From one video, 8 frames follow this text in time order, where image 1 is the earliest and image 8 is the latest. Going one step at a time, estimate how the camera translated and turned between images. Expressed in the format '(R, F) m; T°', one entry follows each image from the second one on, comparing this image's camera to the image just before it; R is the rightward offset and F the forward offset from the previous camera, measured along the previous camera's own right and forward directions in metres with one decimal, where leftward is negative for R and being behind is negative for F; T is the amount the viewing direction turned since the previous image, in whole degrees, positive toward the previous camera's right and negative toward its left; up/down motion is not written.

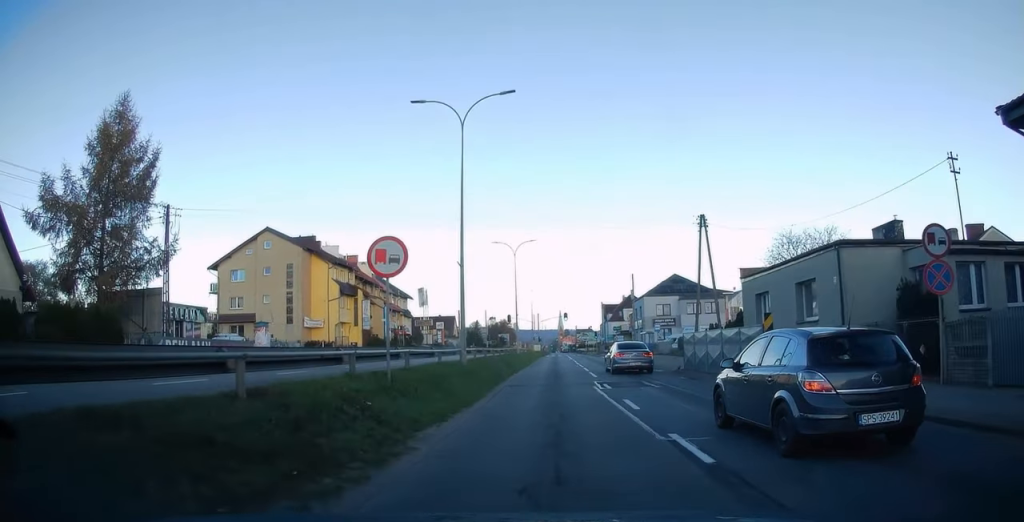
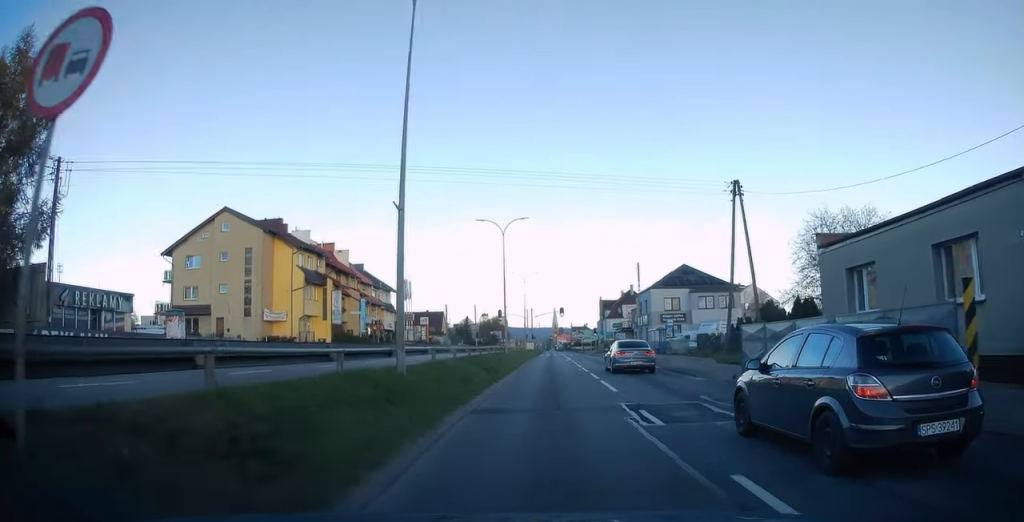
(+0.1, +8.7) m; +1°
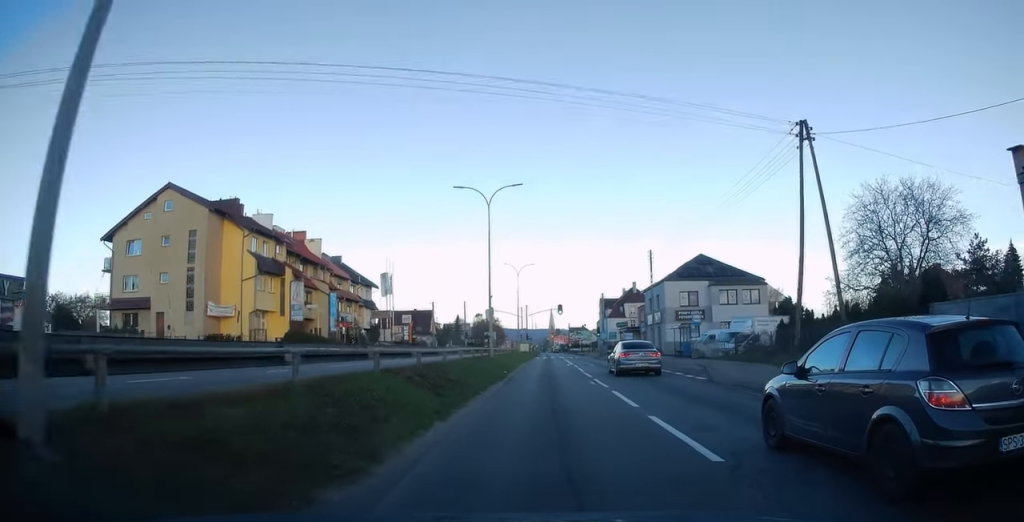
(0.0, +9.8) m; +1°
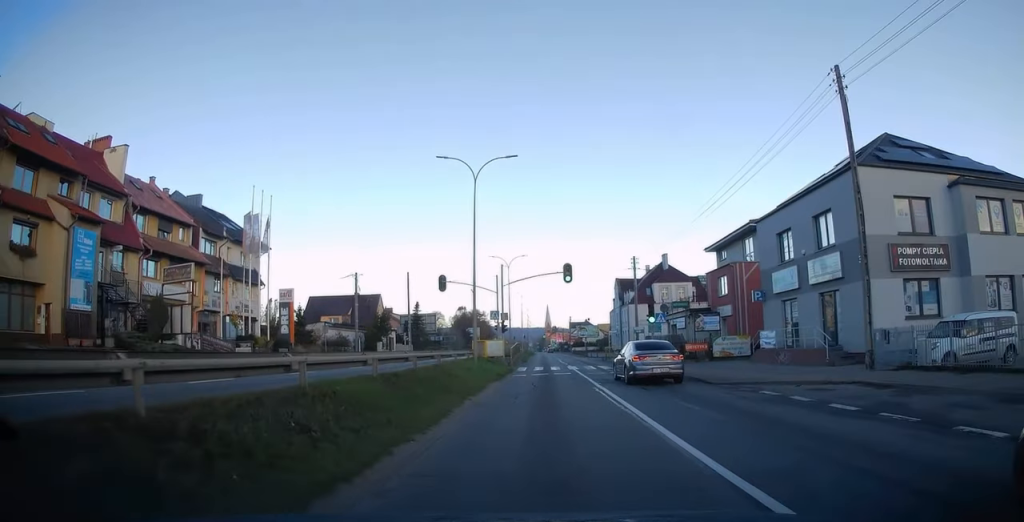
(+0.1, +39.2) m; 0°
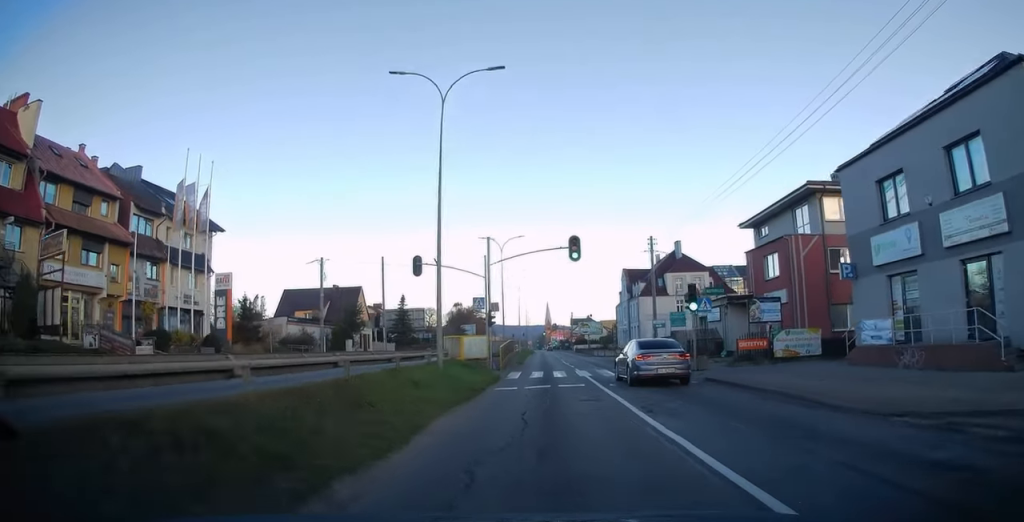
(0.0, +9.8) m; 0°
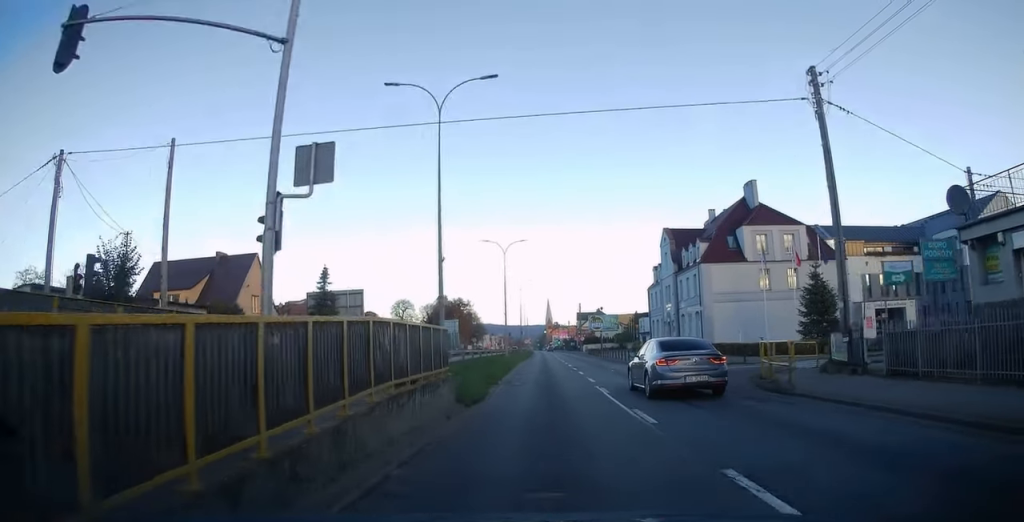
(+0.1, +32.0) m; 0°
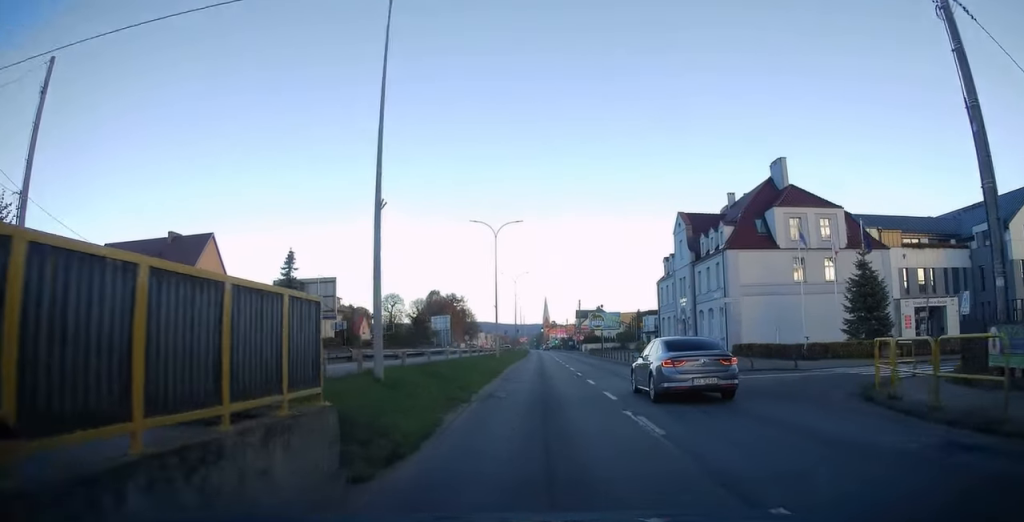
(0.0, +7.6) m; 0°
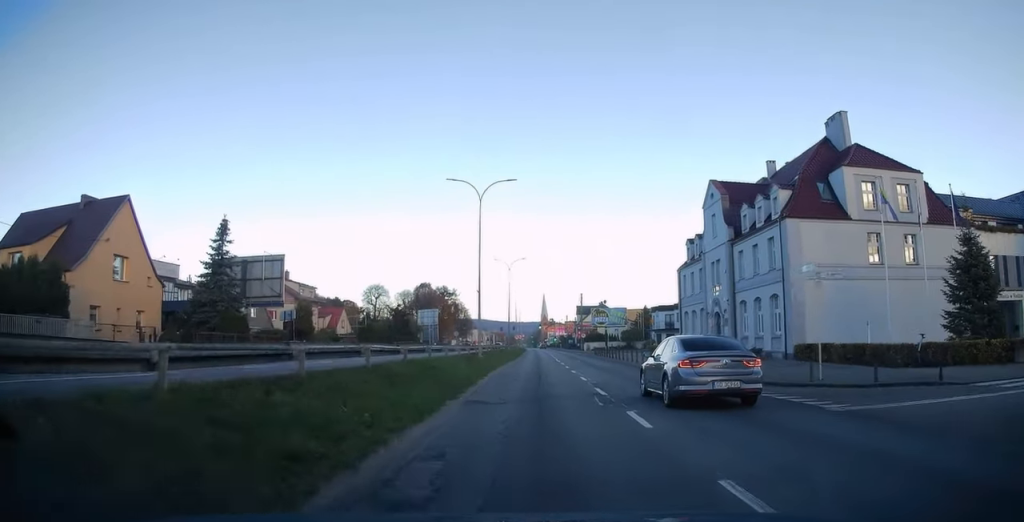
(+0.1, +11.0) m; 0°
